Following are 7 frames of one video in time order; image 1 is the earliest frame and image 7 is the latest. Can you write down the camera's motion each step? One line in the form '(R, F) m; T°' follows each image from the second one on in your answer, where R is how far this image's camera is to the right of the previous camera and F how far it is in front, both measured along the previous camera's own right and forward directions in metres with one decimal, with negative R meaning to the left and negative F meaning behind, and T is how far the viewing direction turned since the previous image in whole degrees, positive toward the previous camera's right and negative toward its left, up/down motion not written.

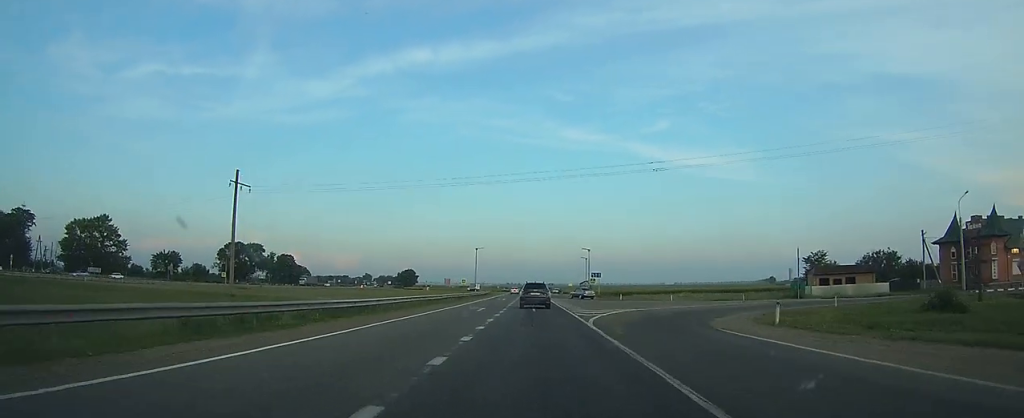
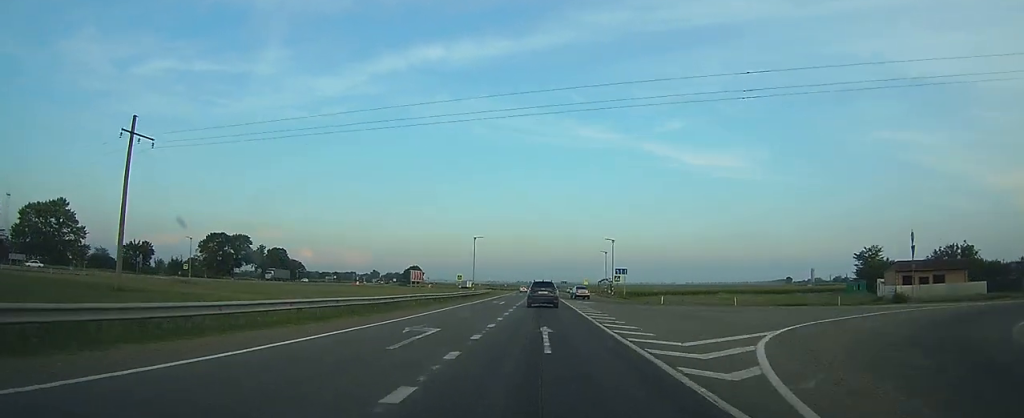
(-0.5, +19.3) m; -2°
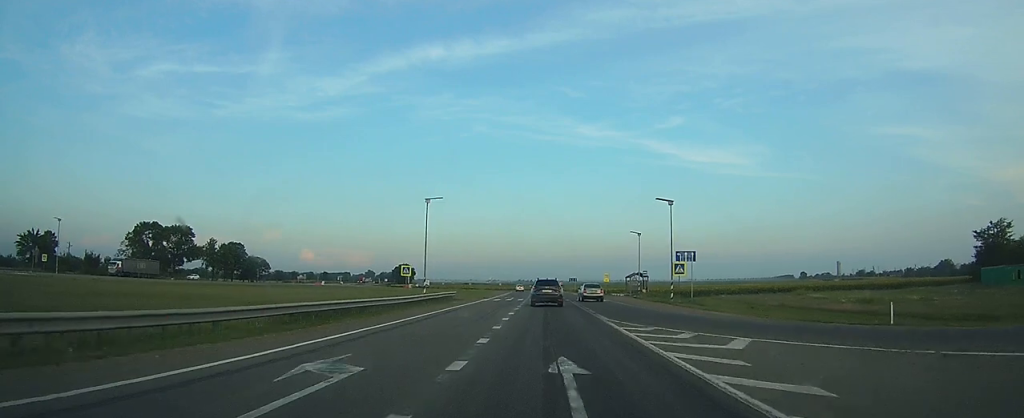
(-0.4, +38.2) m; -1°
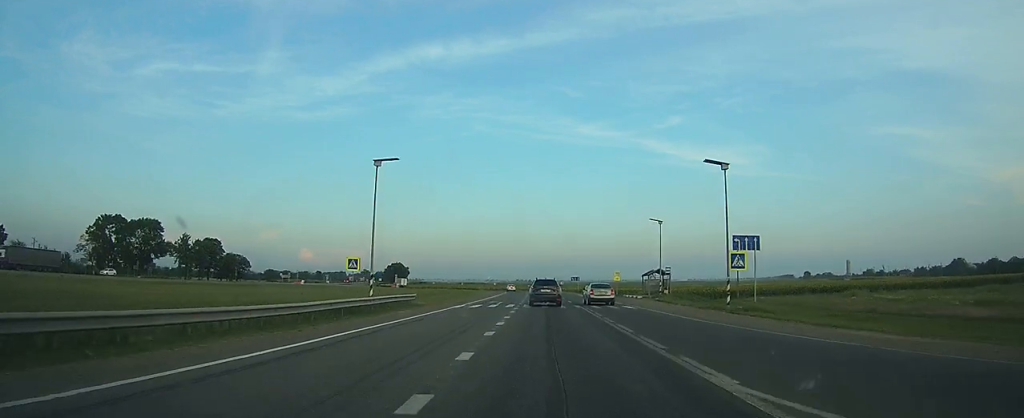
(0.0, +15.7) m; 0°
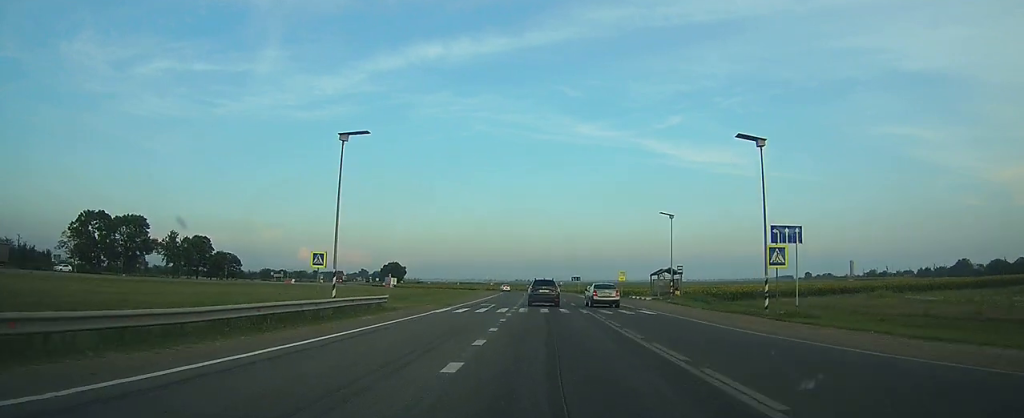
(0.0, +6.3) m; 0°
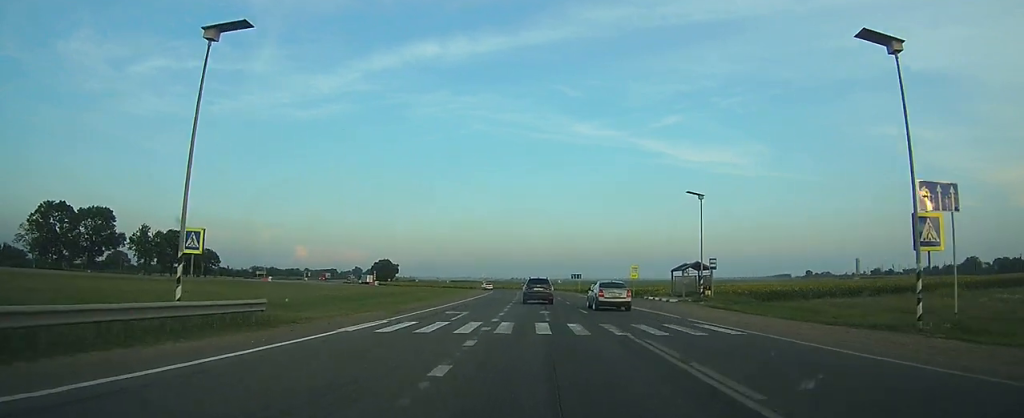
(+0.1, +13.4) m; 0°
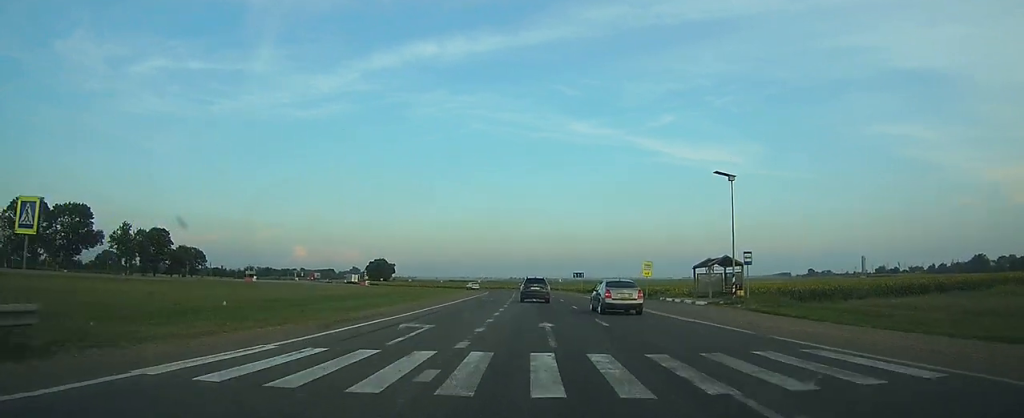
(0.0, +9.0) m; 0°
